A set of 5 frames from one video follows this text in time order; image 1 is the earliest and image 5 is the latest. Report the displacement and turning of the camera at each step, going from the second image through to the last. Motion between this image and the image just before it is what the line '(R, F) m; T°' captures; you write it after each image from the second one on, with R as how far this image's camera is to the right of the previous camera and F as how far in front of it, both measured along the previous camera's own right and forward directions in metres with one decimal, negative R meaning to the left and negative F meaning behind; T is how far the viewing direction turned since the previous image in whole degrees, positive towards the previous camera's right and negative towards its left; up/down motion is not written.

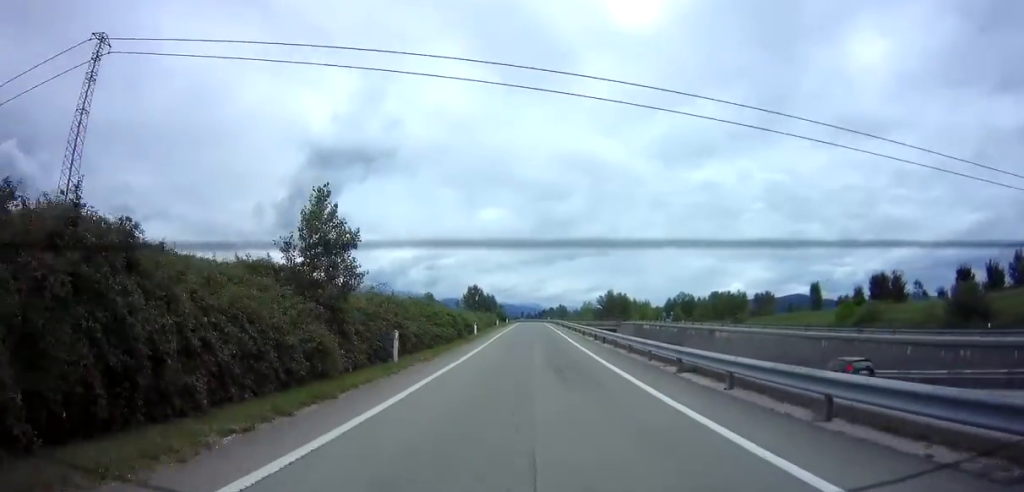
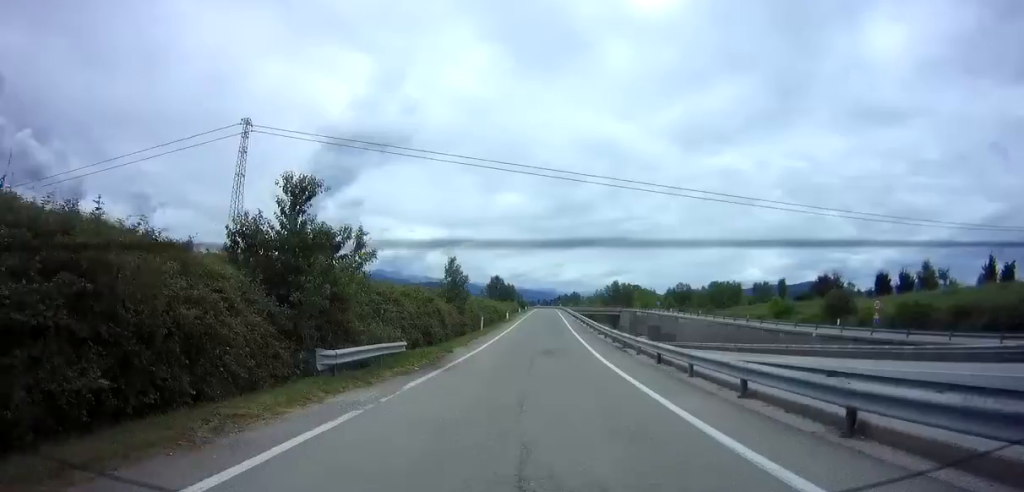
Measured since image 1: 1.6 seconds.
(-0.9, +21.8) m; -3°
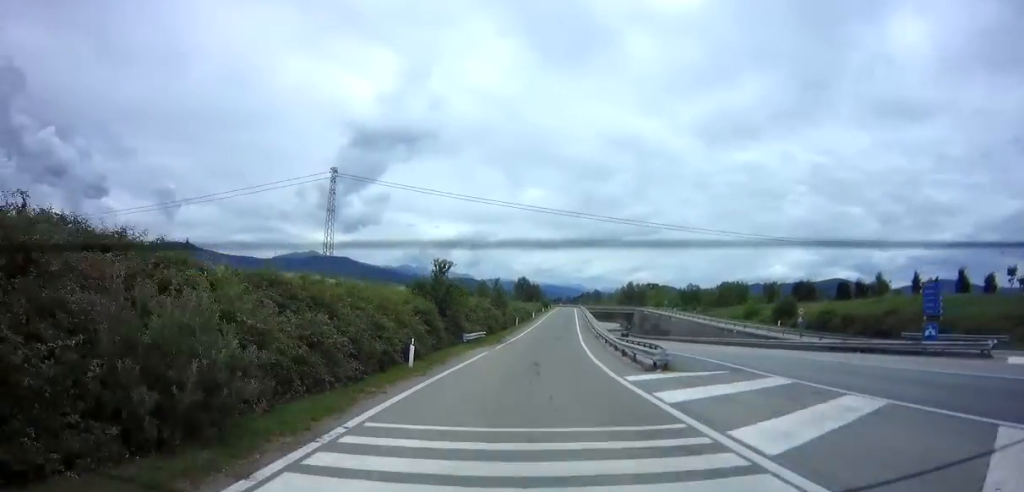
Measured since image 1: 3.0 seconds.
(0.0, +19.2) m; -2°
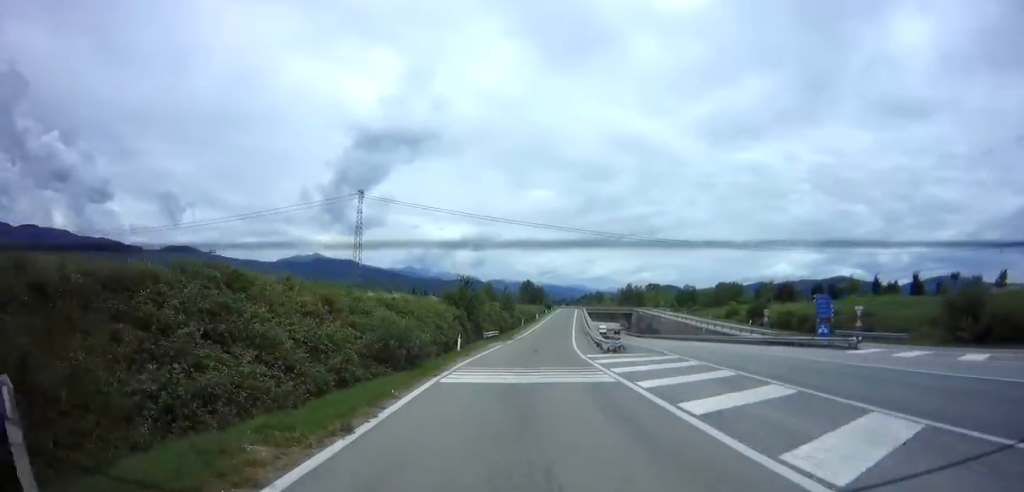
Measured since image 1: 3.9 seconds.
(-0.3, +11.4) m; -1°
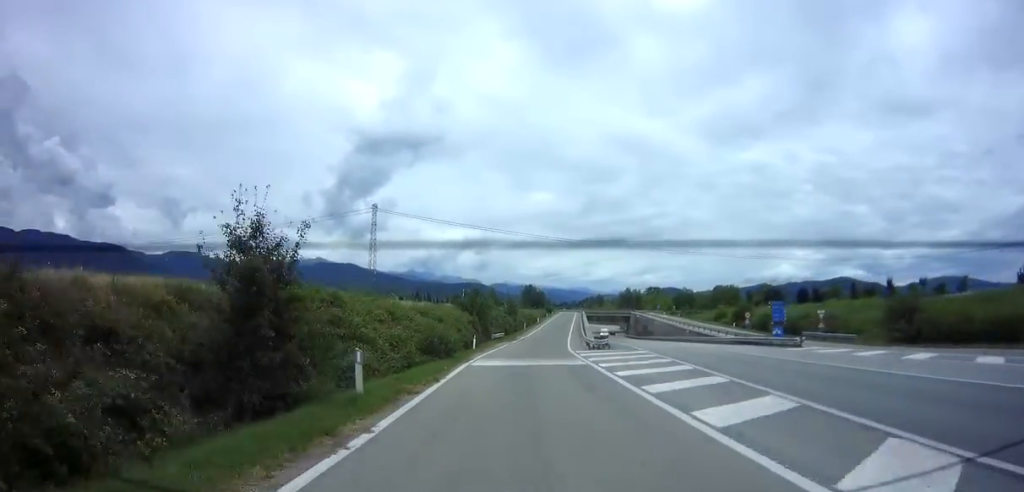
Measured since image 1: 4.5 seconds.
(0.0, +7.3) m; -1°
